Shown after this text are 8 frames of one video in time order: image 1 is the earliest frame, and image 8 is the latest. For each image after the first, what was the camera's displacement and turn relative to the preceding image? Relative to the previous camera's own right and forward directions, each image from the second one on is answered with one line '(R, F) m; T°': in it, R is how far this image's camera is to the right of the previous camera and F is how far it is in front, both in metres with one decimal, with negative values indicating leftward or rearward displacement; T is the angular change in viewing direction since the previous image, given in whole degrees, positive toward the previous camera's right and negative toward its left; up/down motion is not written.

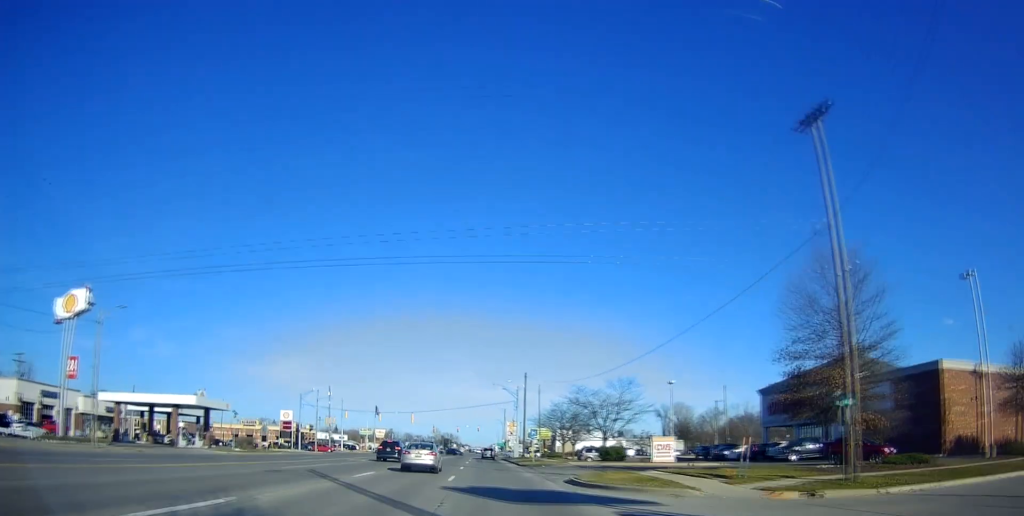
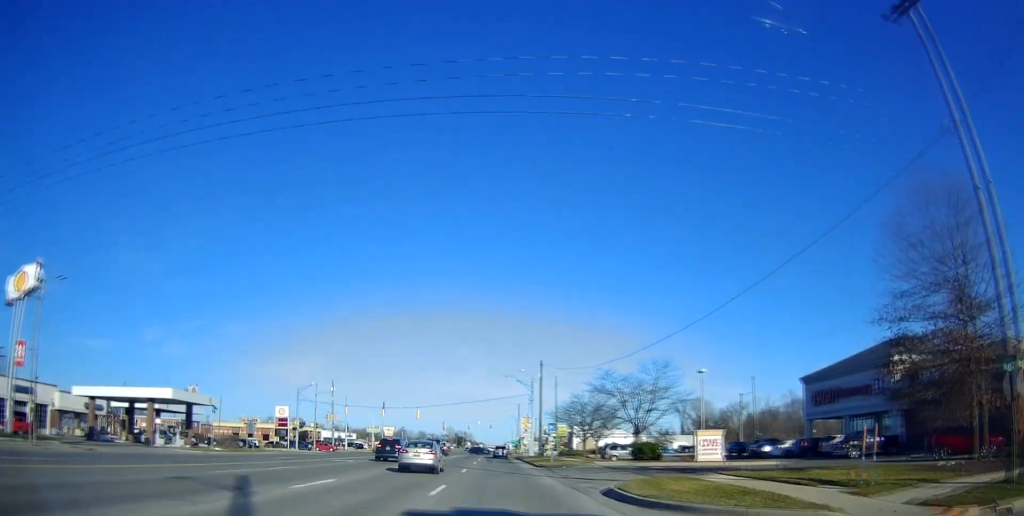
(0.0, +7.7) m; 0°
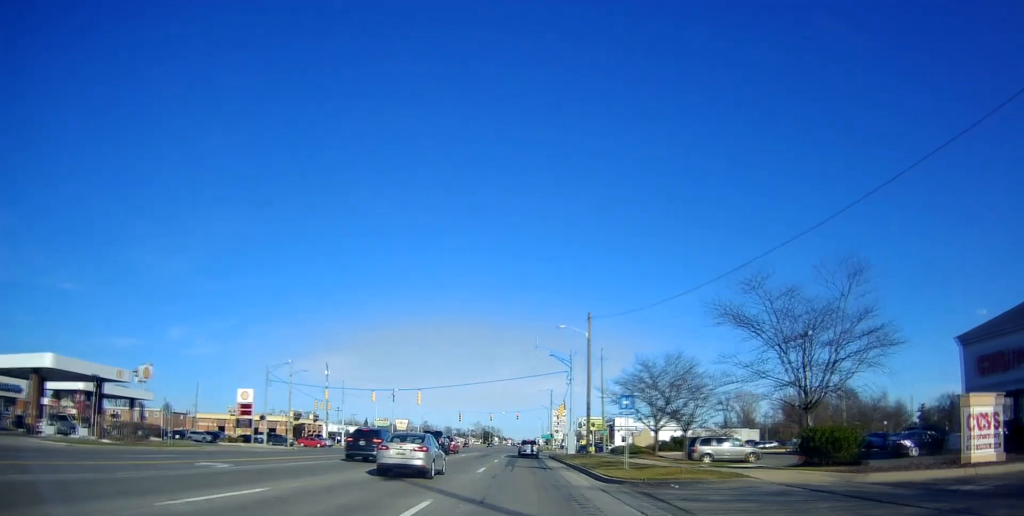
(0.0, +21.6) m; 0°
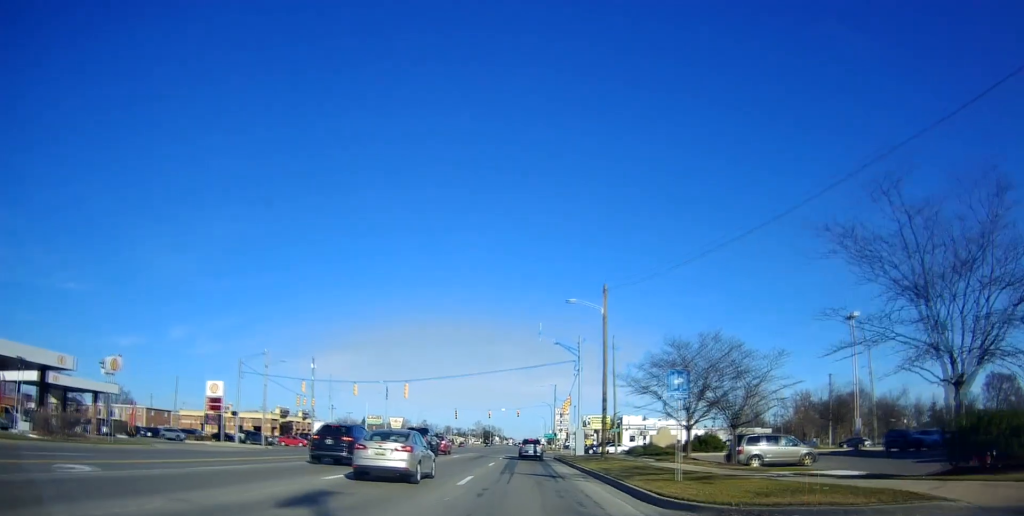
(0.0, +8.6) m; 0°
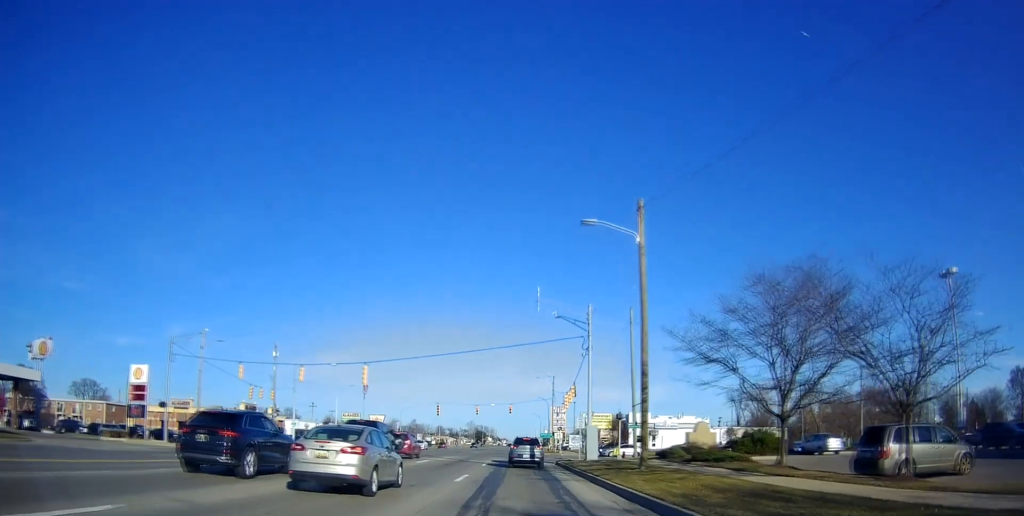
(-0.2, +15.9) m; -2°
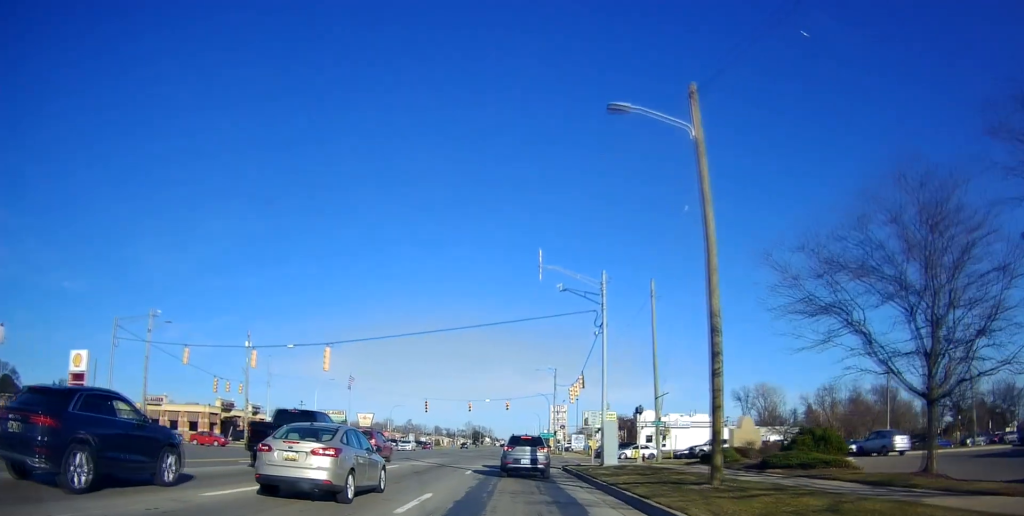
(-0.3, +12.3) m; +1°
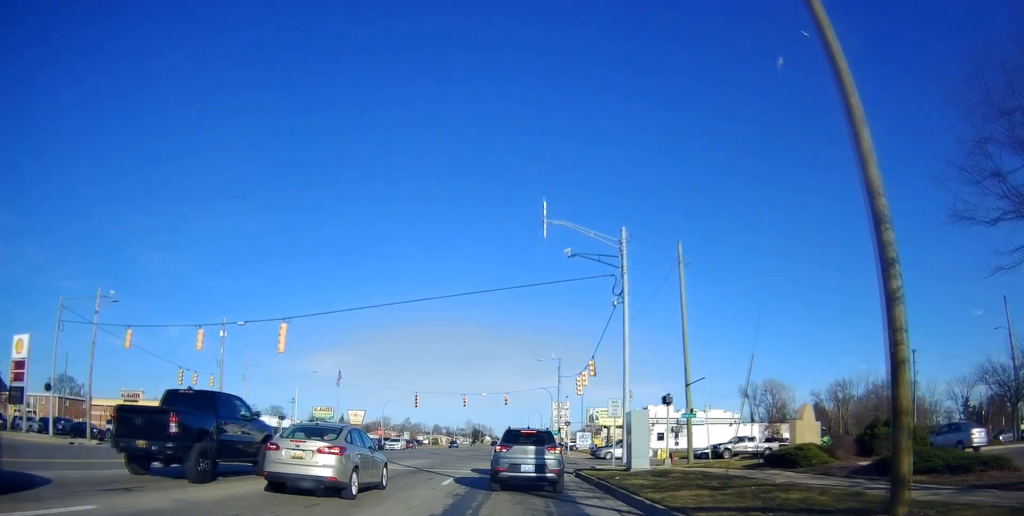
(+0.4, +12.2) m; +2°
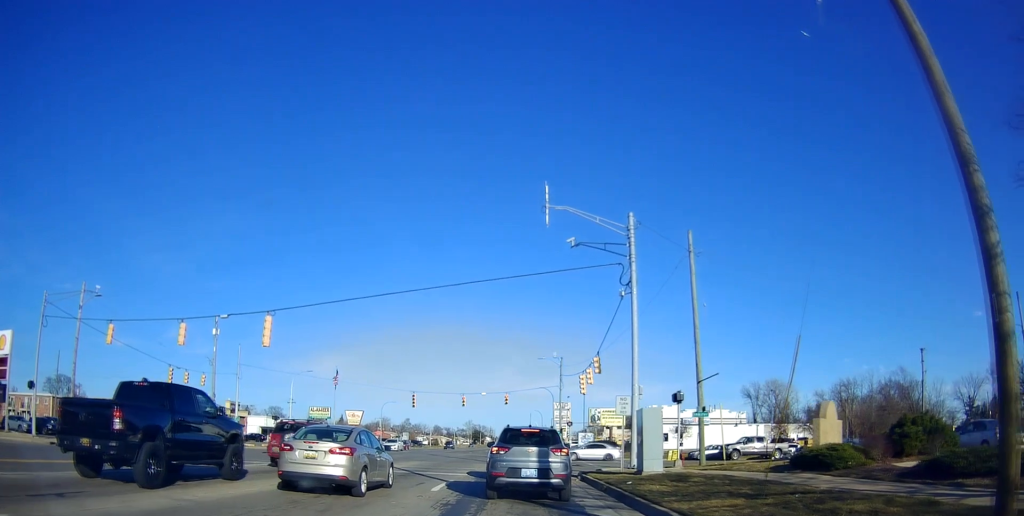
(0.0, +3.8) m; 0°
